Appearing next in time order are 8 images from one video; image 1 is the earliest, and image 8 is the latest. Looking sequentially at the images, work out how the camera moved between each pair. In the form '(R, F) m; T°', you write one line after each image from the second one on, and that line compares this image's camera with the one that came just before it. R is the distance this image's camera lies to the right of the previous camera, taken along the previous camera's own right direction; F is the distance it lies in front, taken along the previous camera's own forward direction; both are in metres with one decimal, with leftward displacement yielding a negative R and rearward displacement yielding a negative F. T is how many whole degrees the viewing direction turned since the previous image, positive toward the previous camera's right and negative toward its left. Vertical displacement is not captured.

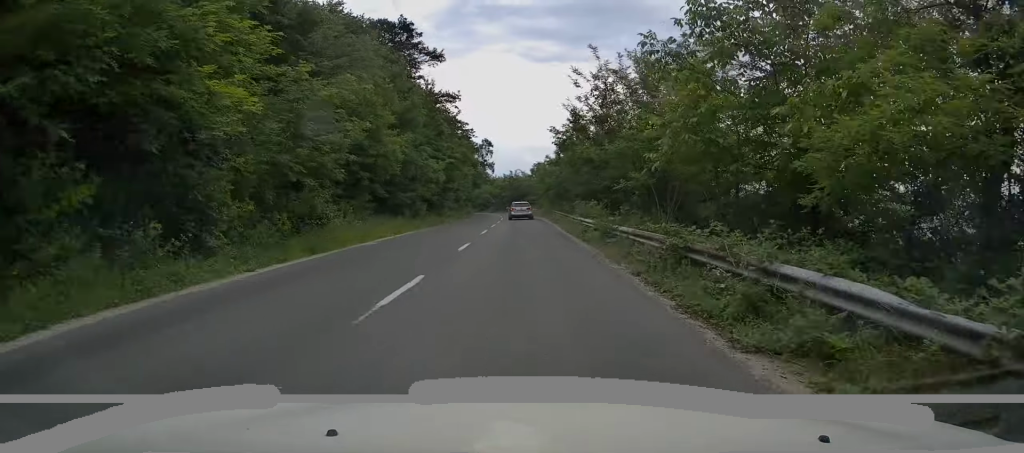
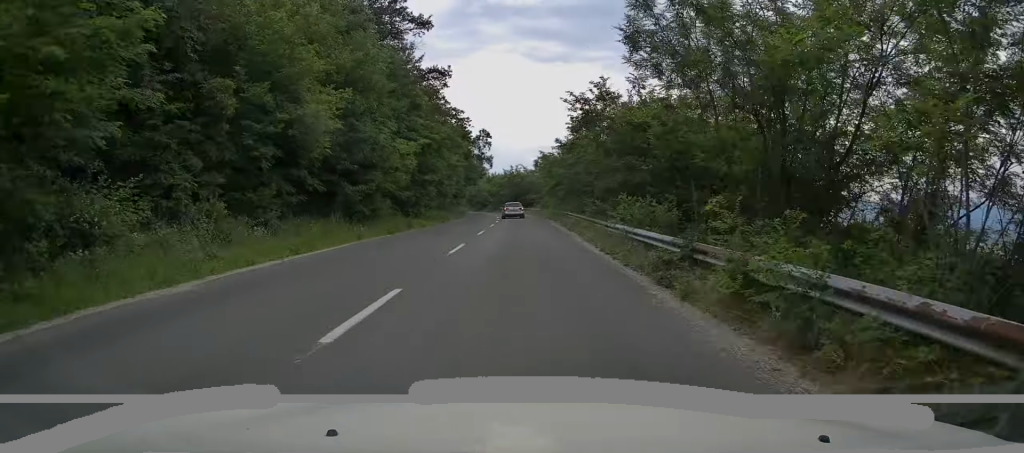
(-0.2, +10.9) m; -1°
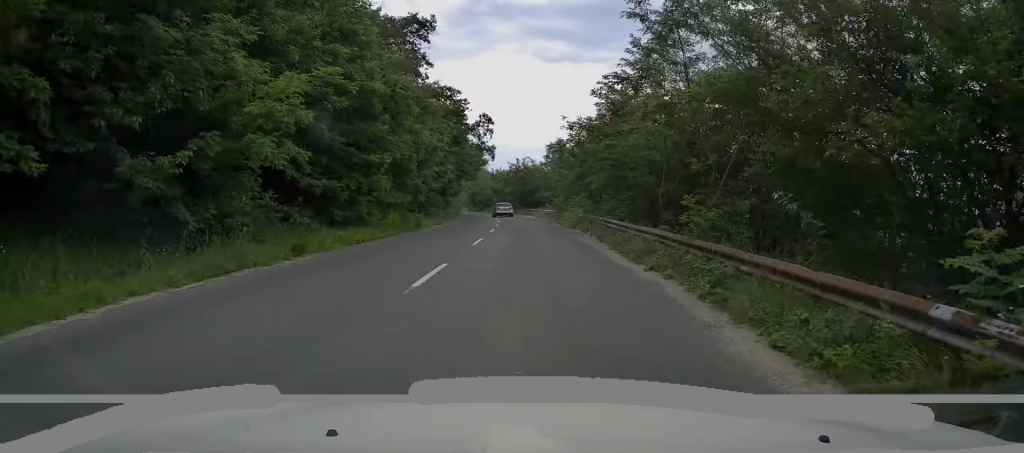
(-0.1, +14.4) m; 0°
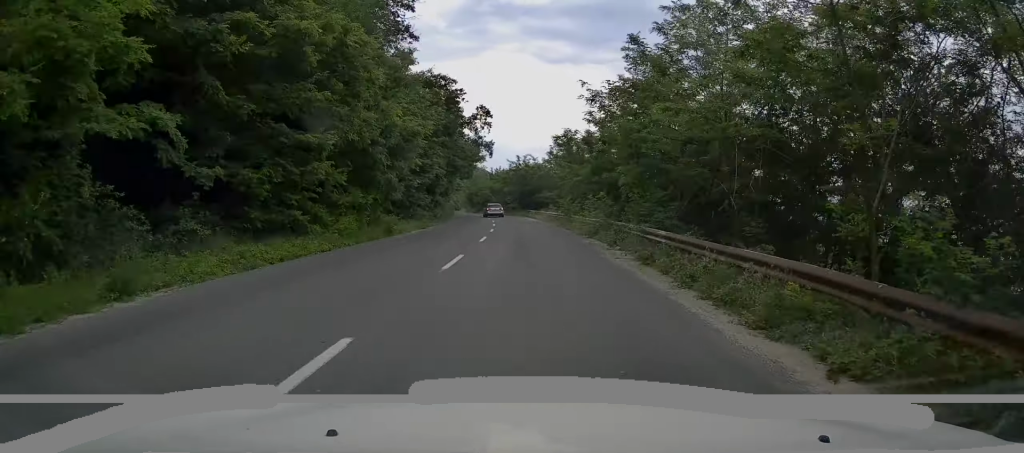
(0.0, +6.5) m; 0°
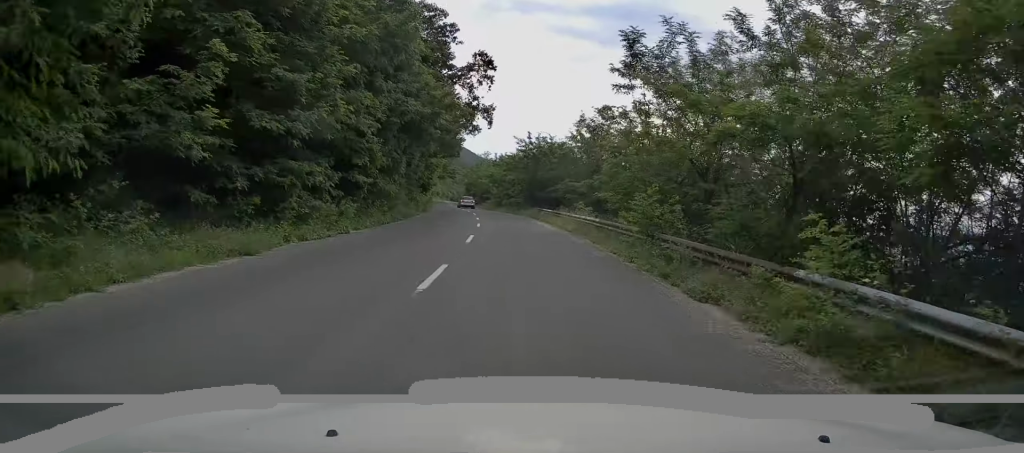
(0.0, +21.0) m; -1°
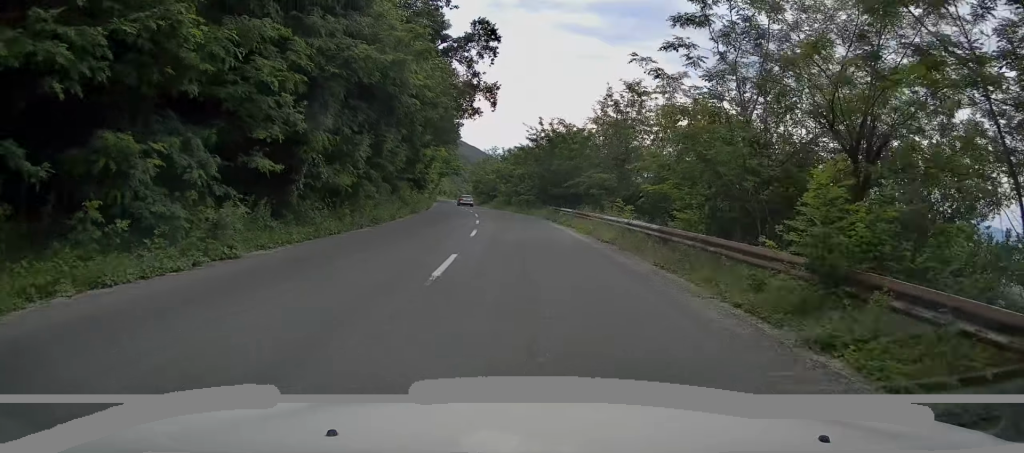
(0.0, +8.0) m; -1°
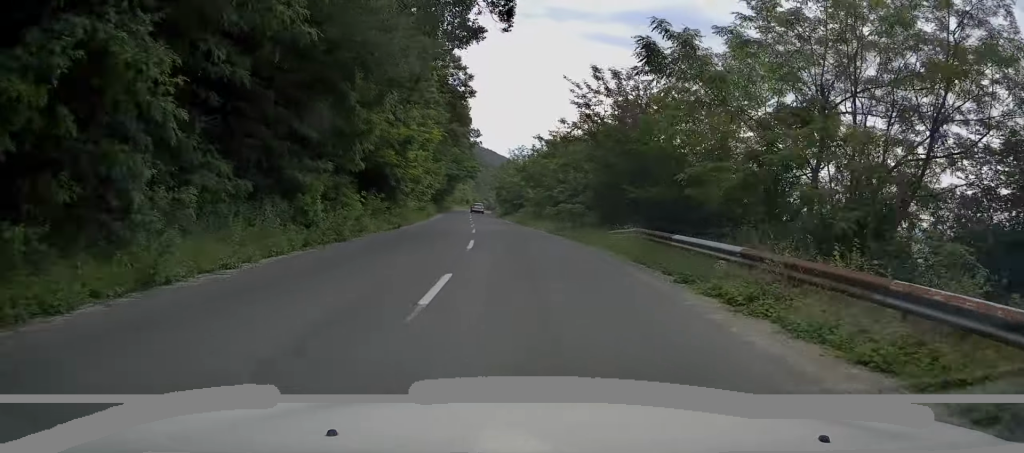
(-0.5, +20.0) m; -3°
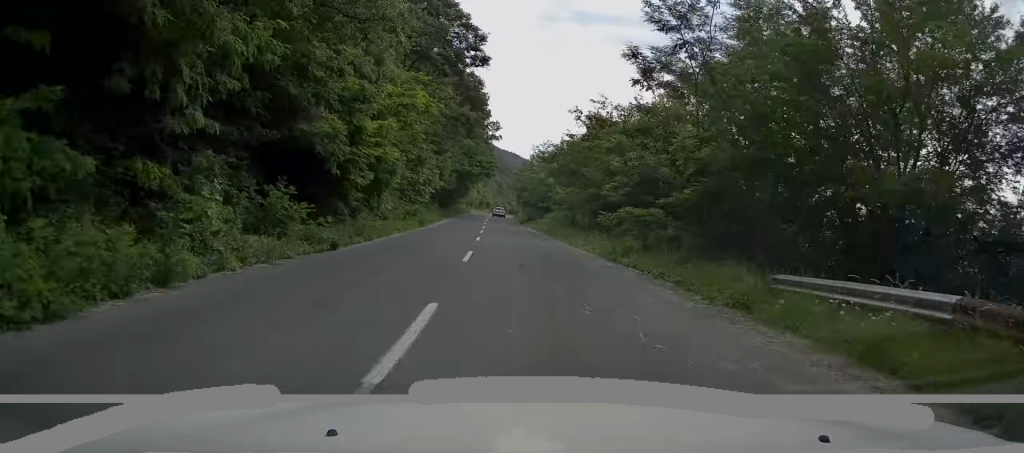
(-0.2, +12.1) m; -2°
